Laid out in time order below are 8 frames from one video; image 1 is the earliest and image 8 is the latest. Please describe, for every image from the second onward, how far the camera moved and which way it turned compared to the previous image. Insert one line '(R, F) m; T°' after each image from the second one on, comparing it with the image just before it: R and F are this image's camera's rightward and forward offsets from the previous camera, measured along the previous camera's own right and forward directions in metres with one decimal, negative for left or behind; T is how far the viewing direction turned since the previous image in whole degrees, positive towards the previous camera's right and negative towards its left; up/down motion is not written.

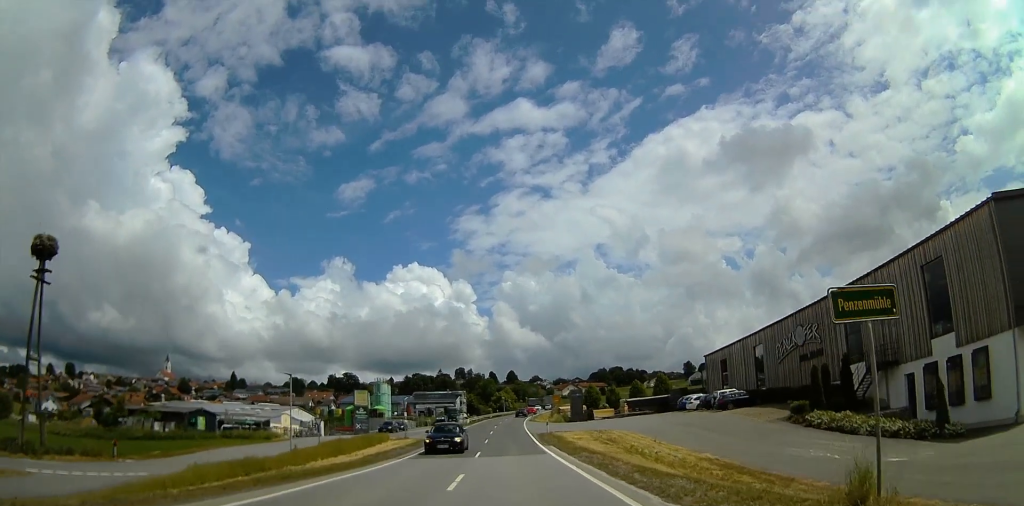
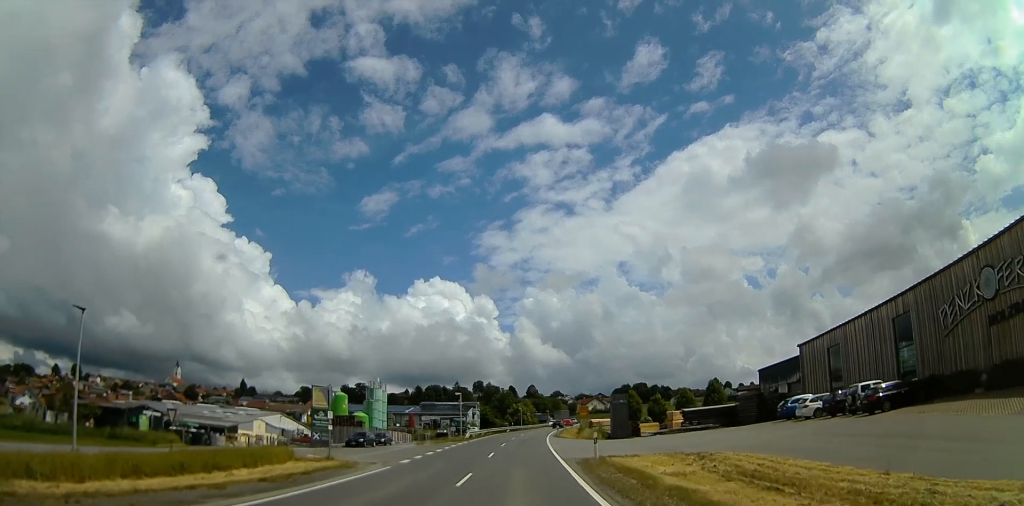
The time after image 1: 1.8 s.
(0.0, +21.9) m; 0°
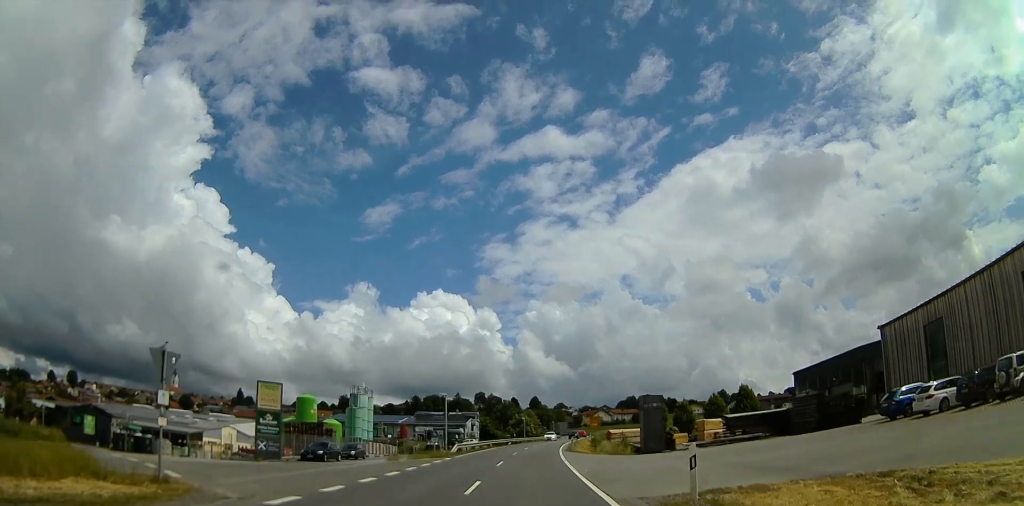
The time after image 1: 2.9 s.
(0.0, +12.7) m; 0°
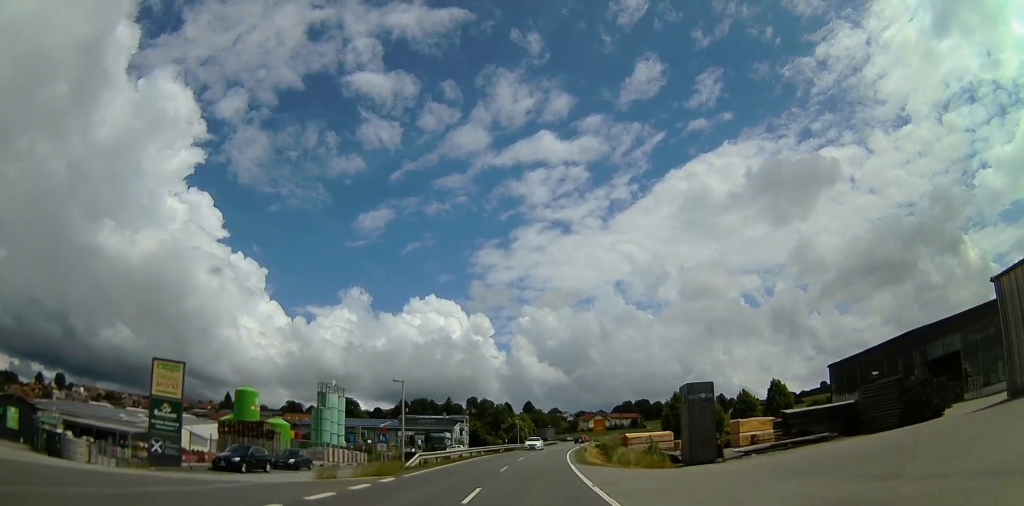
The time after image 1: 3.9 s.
(0.0, +12.6) m; 0°
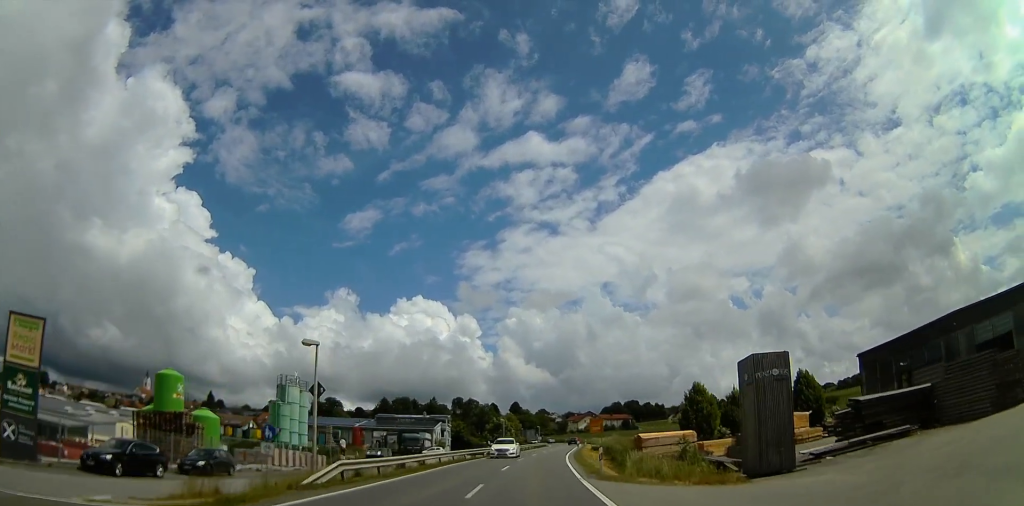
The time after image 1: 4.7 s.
(0.0, +10.2) m; +1°
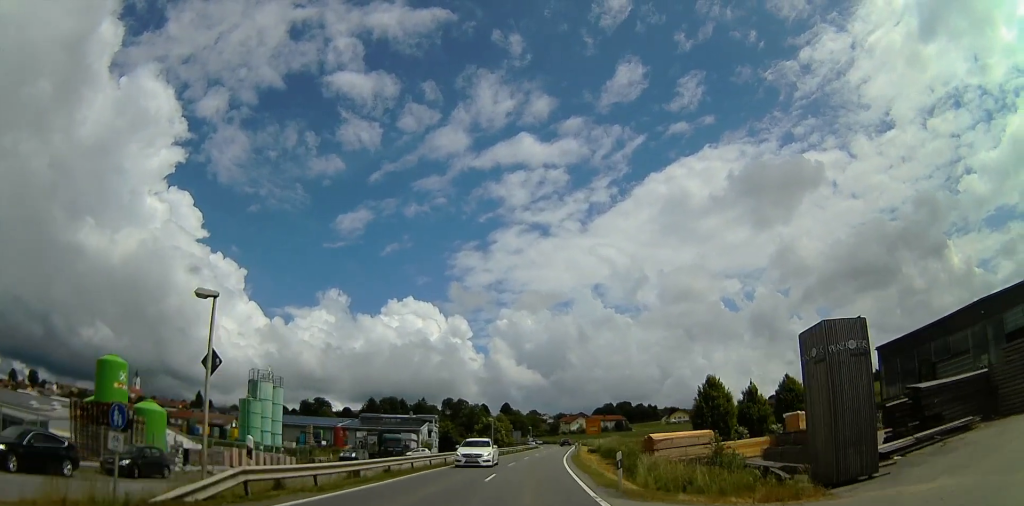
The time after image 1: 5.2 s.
(0.0, +5.6) m; 0°
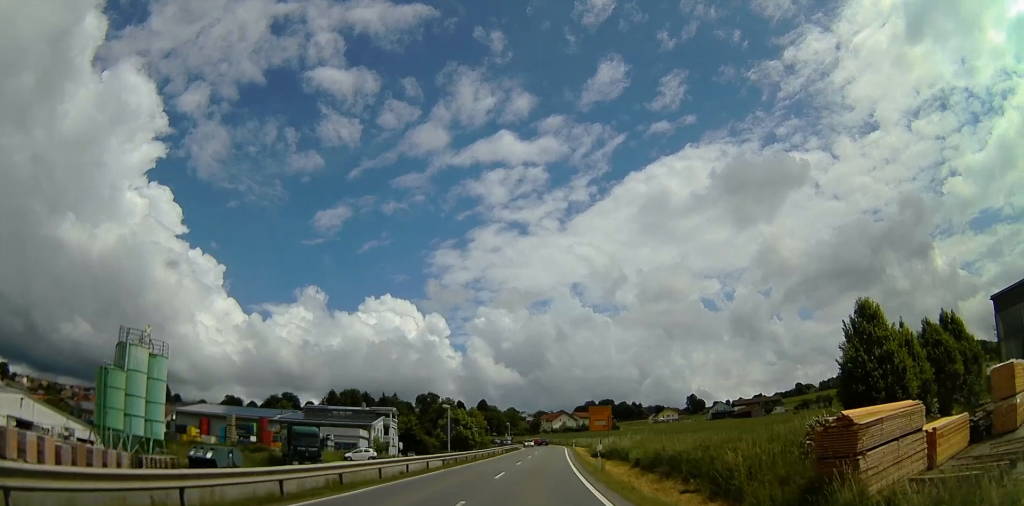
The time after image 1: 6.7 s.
(+0.3, +20.7) m; +1°
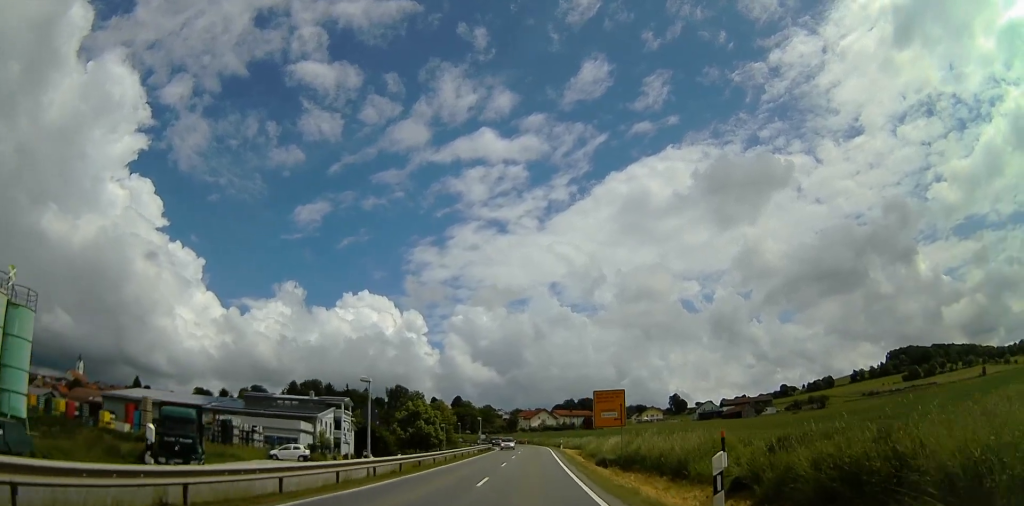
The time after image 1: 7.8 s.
(0.0, +14.7) m; 0°
